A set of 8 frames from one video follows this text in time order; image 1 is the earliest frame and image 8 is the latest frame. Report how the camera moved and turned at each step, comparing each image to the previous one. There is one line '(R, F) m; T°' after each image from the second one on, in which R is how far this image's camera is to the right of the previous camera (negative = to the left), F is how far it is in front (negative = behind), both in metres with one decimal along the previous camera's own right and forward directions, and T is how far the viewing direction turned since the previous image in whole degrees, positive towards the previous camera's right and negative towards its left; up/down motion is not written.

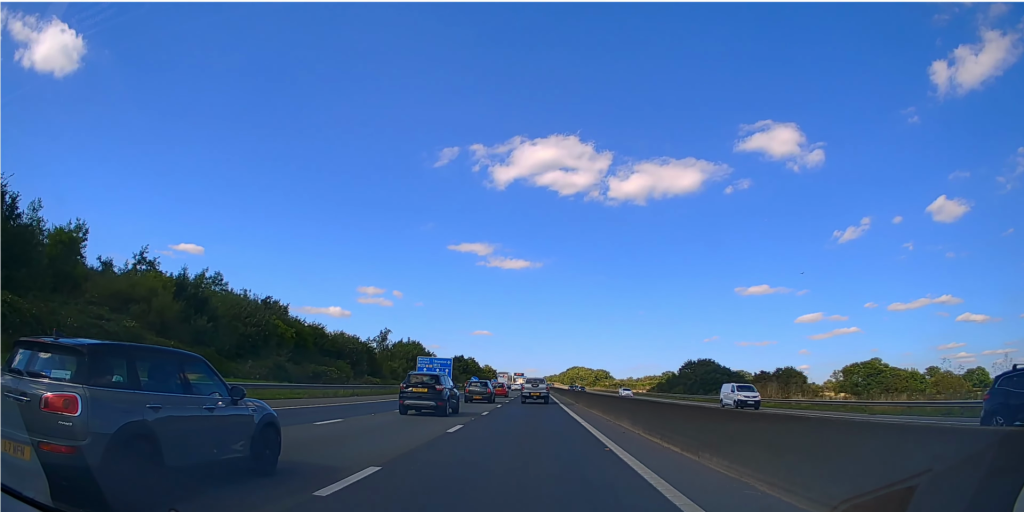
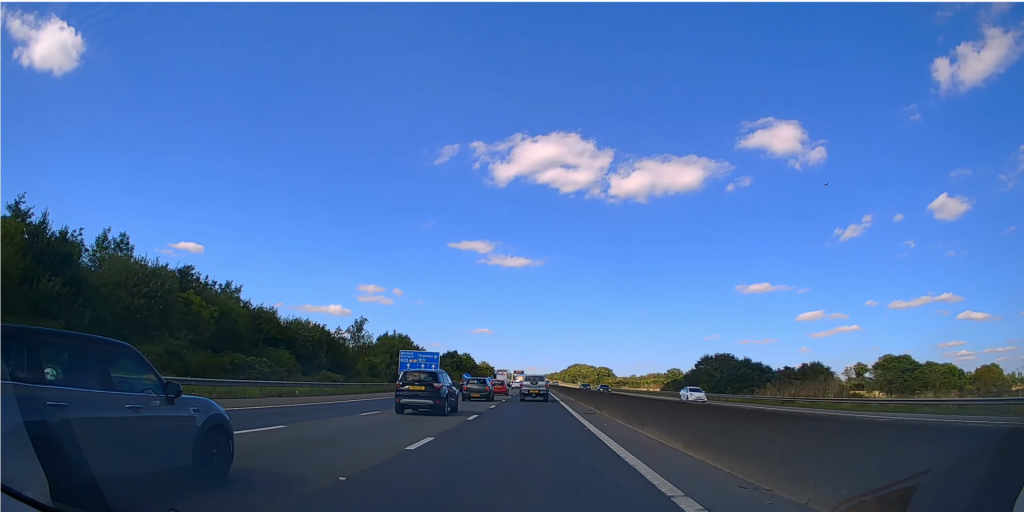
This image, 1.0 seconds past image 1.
(0.0, +14.5) m; 0°
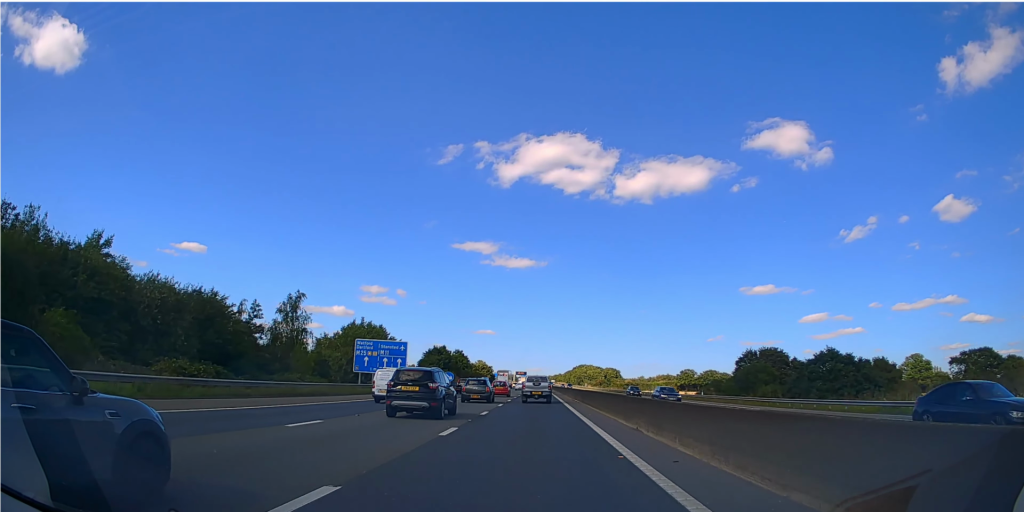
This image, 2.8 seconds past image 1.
(+0.1, +26.6) m; 0°
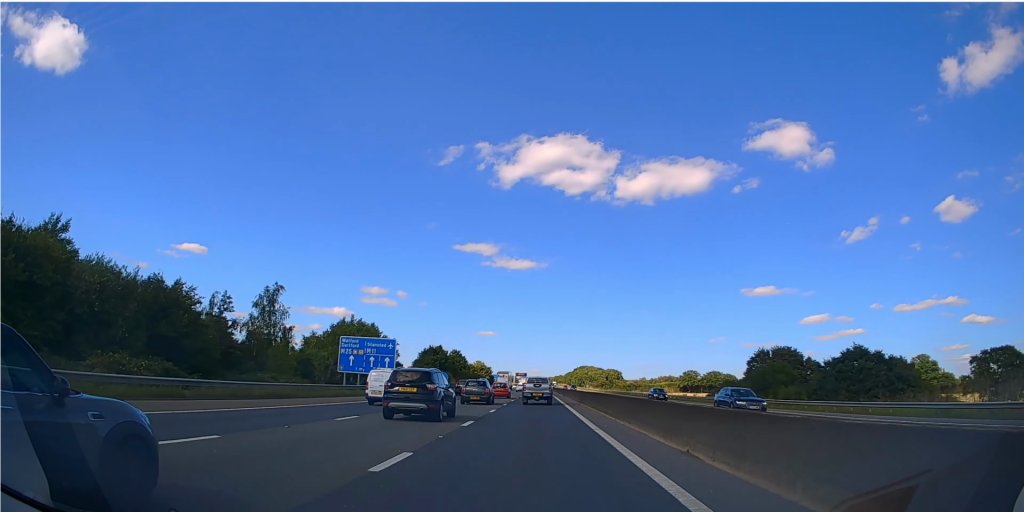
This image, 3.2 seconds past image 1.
(+0.1, +6.0) m; 0°
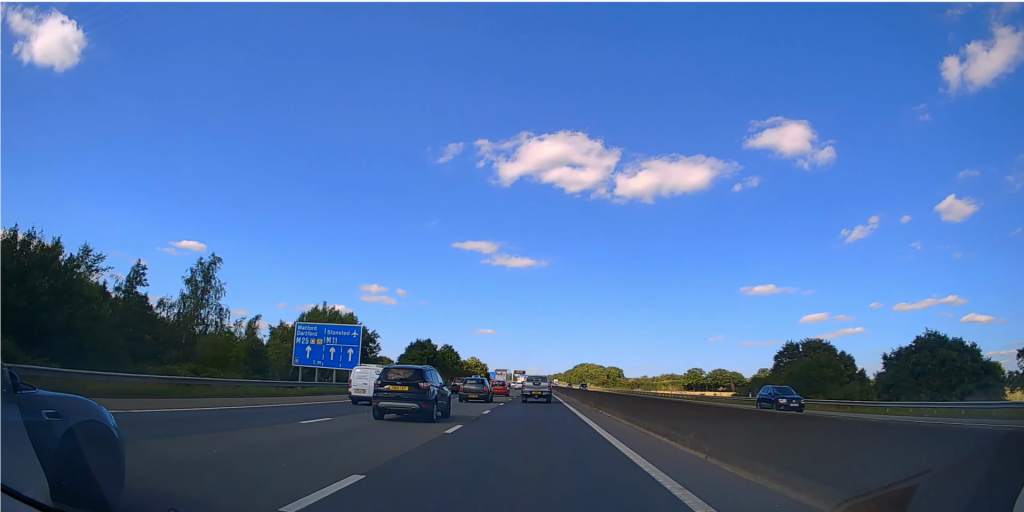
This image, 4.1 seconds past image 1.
(-0.1, +12.1) m; 0°
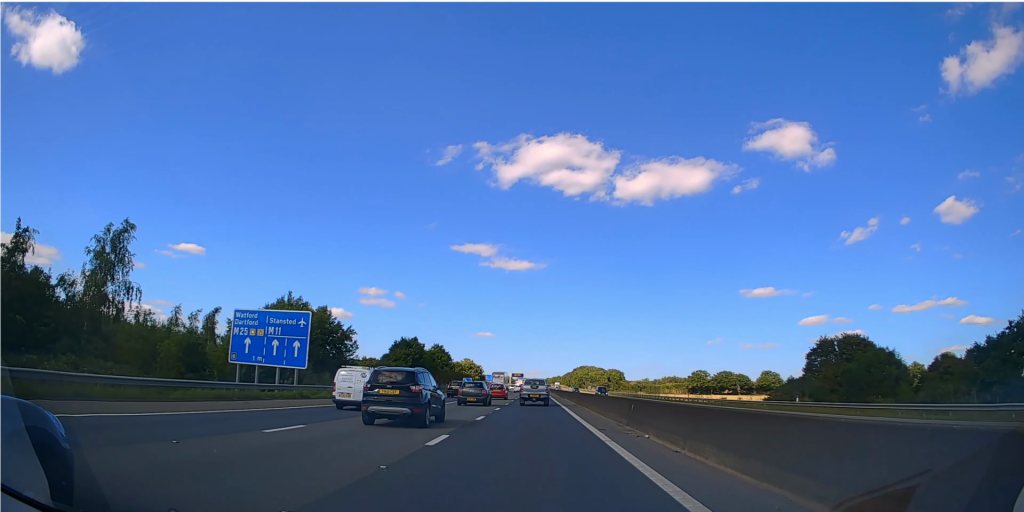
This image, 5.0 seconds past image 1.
(0.0, +11.7) m; 0°
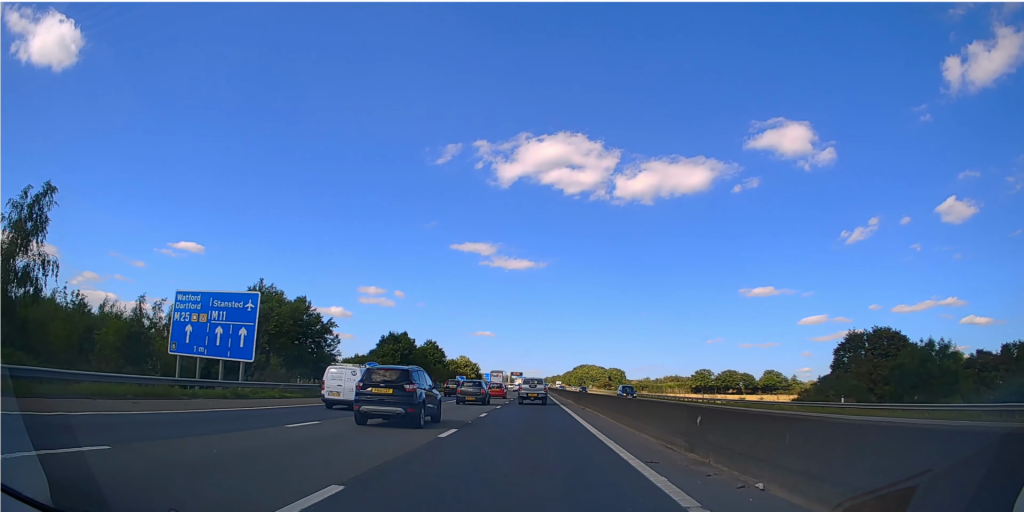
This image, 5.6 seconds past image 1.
(+0.1, +7.8) m; +1°
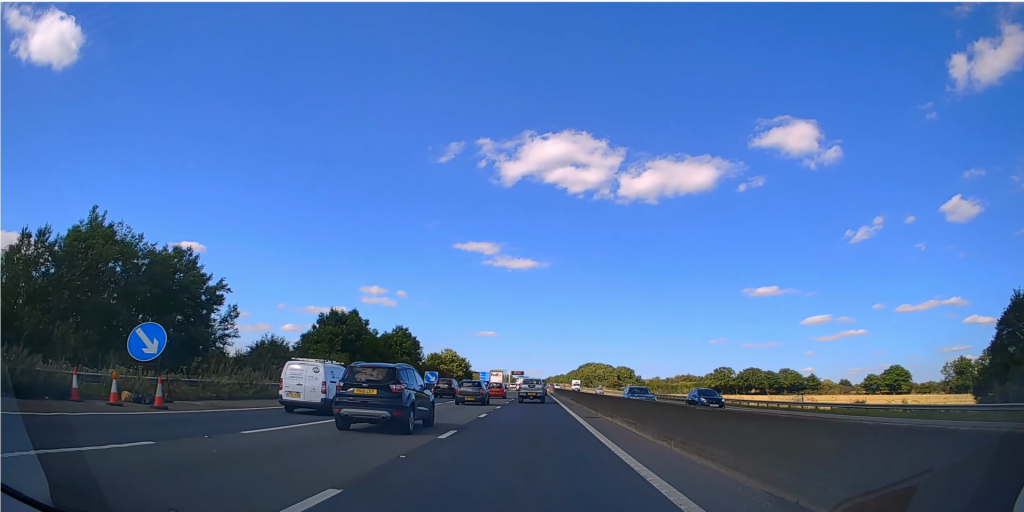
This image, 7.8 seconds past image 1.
(-0.6, +28.3) m; -1°
